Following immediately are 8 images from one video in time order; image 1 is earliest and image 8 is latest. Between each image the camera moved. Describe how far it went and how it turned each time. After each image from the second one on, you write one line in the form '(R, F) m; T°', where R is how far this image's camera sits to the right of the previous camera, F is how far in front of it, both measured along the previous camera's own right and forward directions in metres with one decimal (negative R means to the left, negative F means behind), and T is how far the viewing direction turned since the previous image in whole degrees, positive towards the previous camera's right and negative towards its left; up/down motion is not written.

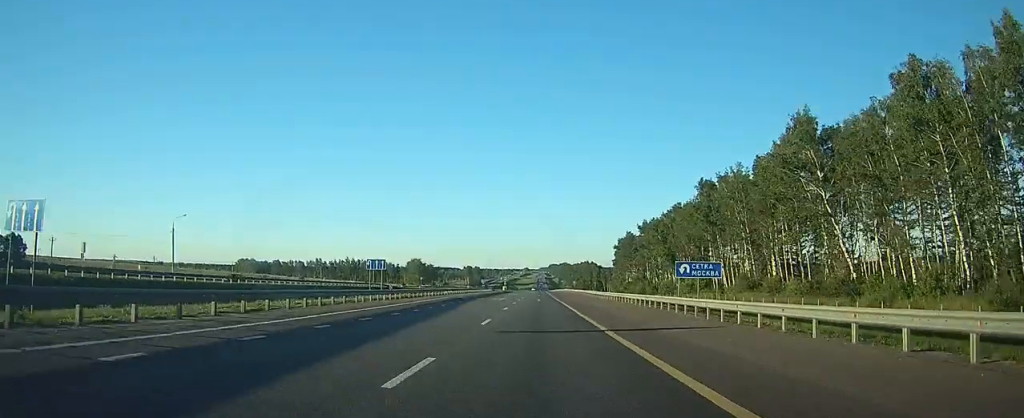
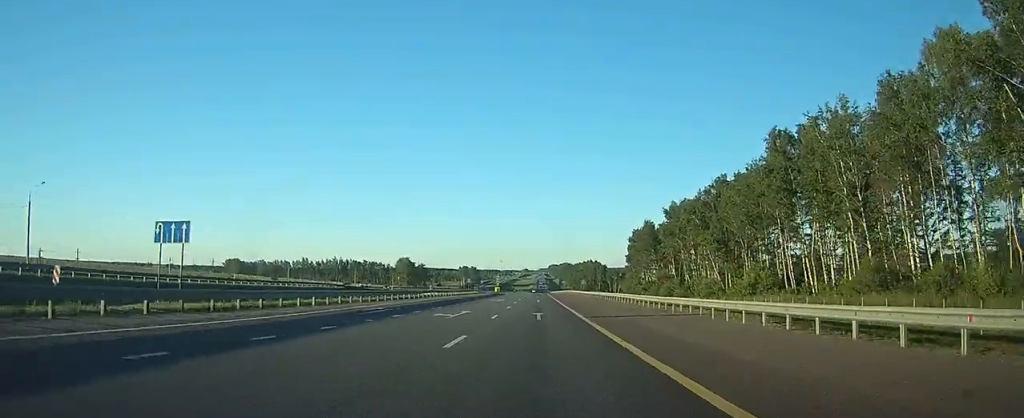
(-0.1, +31.2) m; 0°
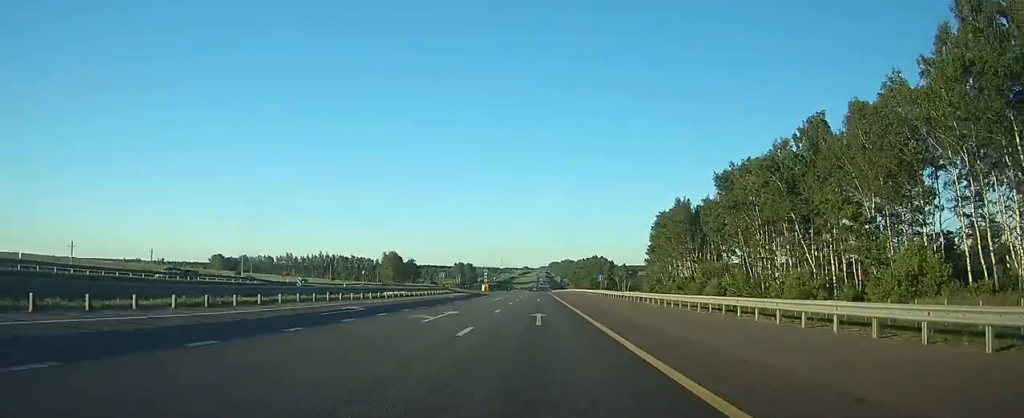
(0.0, +33.9) m; 0°
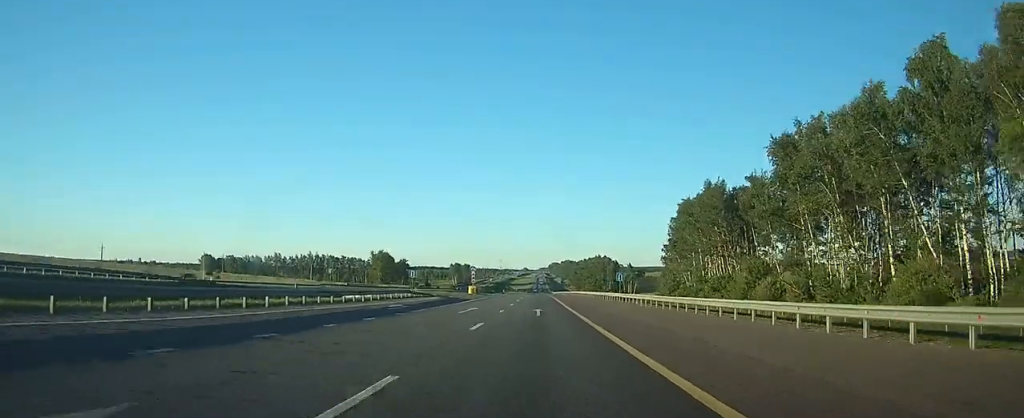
(0.0, +21.2) m; 0°
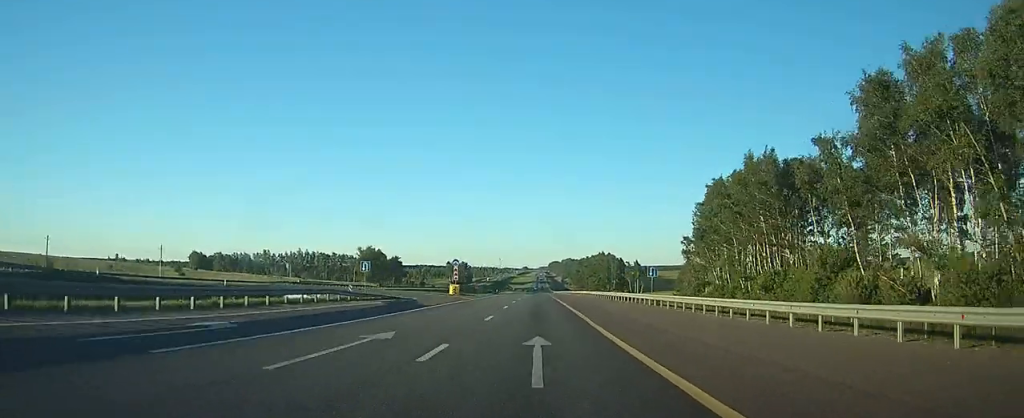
(+0.1, +19.4) m; 0°
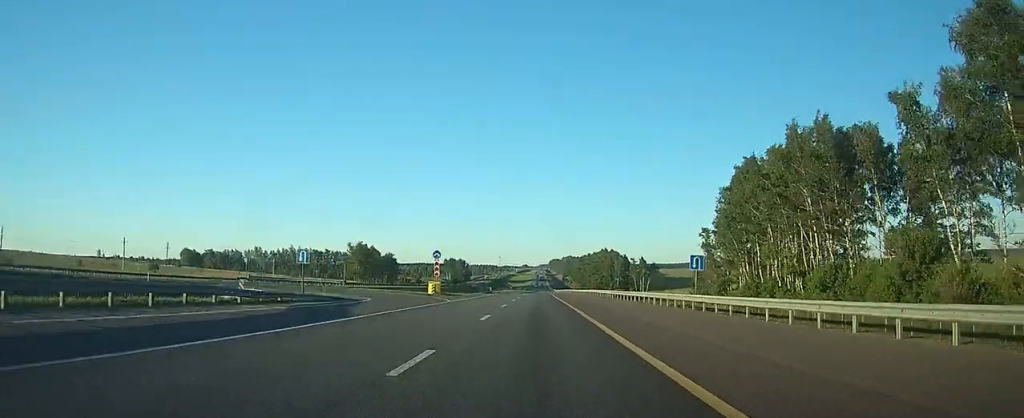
(0.0, +13.9) m; 0°
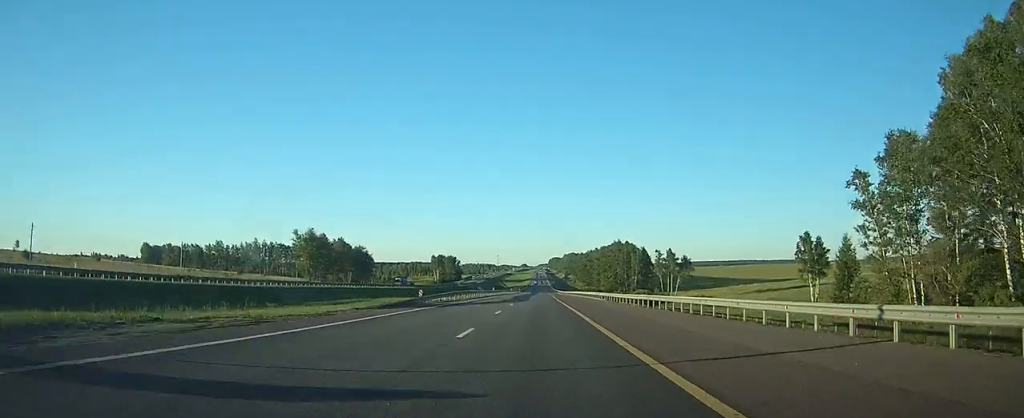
(-0.2, +54.2) m; 0°
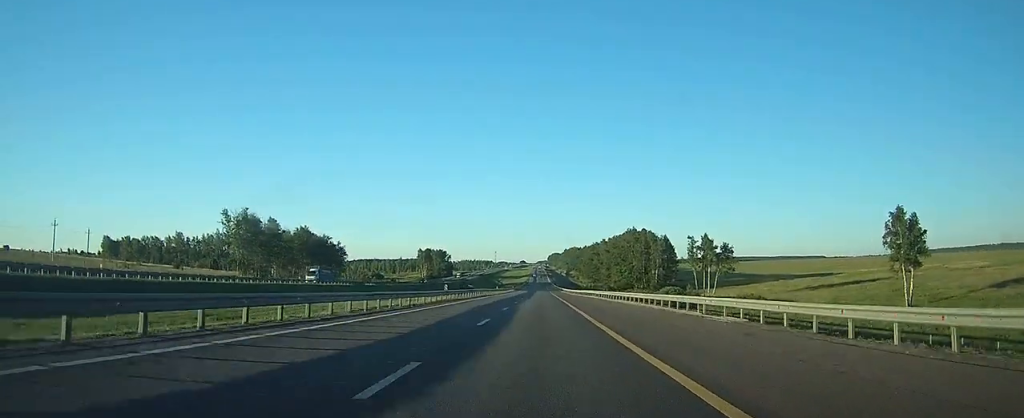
(+0.2, +44.5) m; +1°
